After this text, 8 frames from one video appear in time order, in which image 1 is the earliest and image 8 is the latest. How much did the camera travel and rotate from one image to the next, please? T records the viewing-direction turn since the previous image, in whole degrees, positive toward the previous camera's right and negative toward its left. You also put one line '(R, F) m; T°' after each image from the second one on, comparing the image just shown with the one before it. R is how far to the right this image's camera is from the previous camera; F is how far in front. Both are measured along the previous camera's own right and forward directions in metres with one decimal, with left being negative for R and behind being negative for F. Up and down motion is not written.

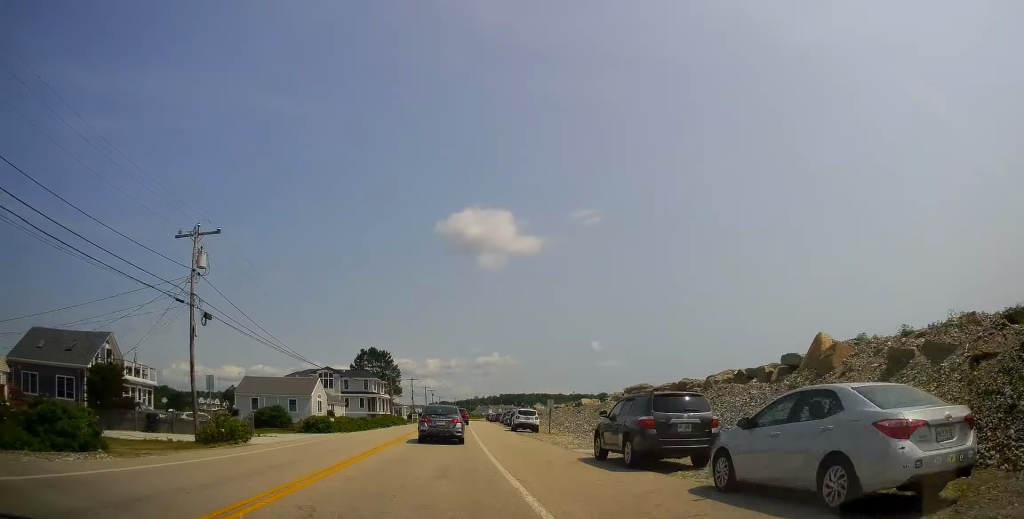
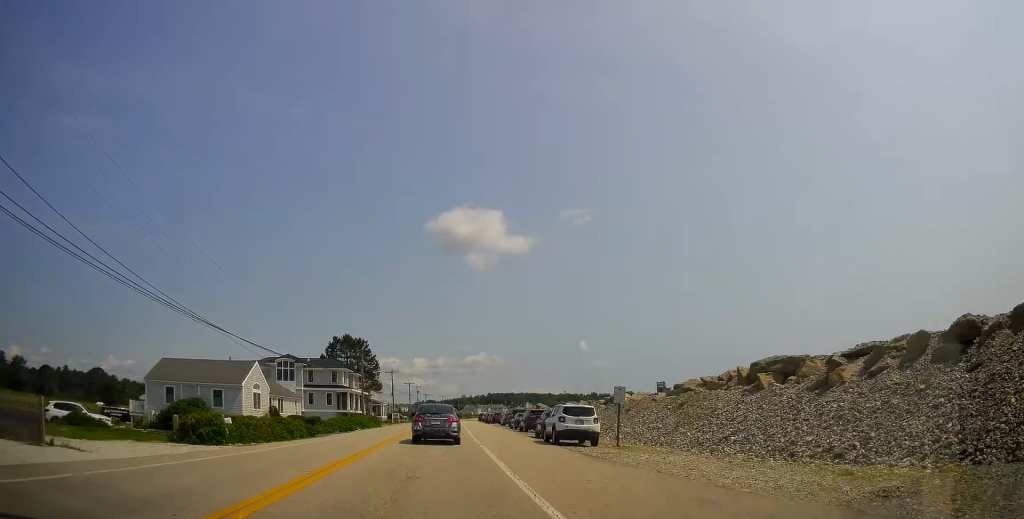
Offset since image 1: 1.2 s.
(0.0, +19.1) m; 0°
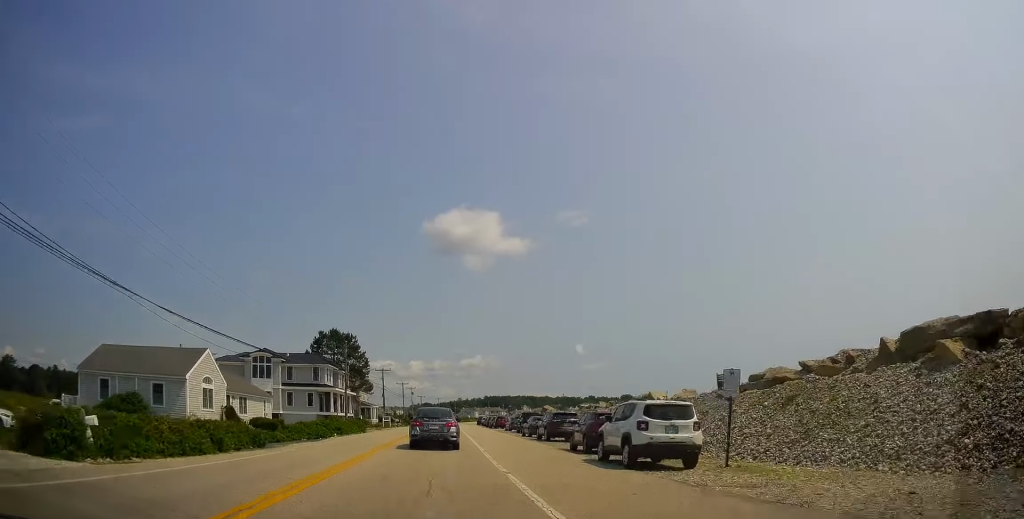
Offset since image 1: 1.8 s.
(0.0, +9.7) m; 0°
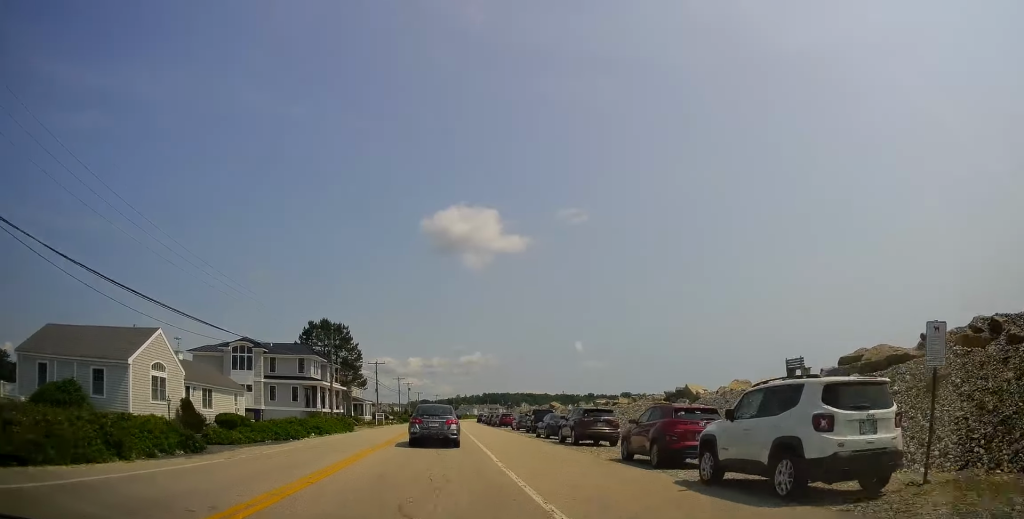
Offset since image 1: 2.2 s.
(-0.2, +6.8) m; 0°
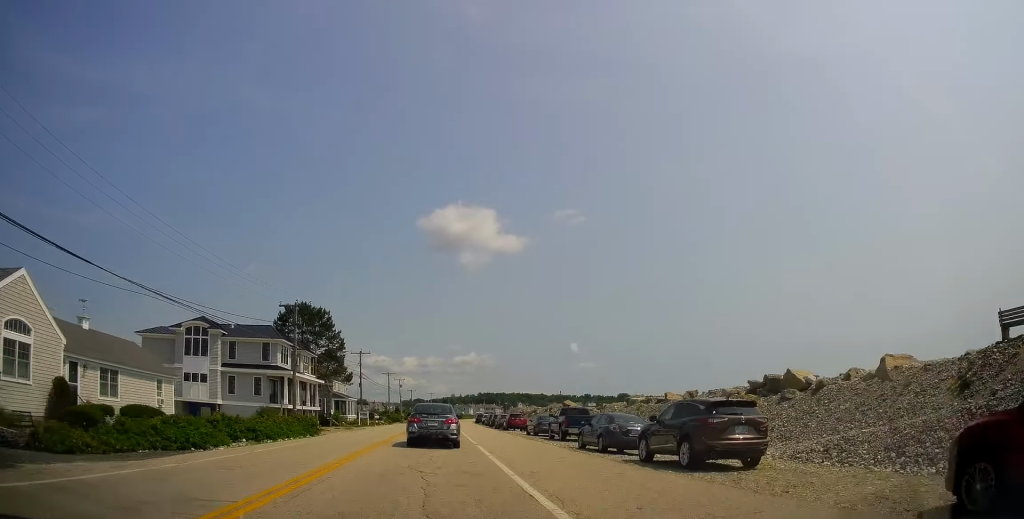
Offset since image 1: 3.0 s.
(+0.1, +11.8) m; +1°
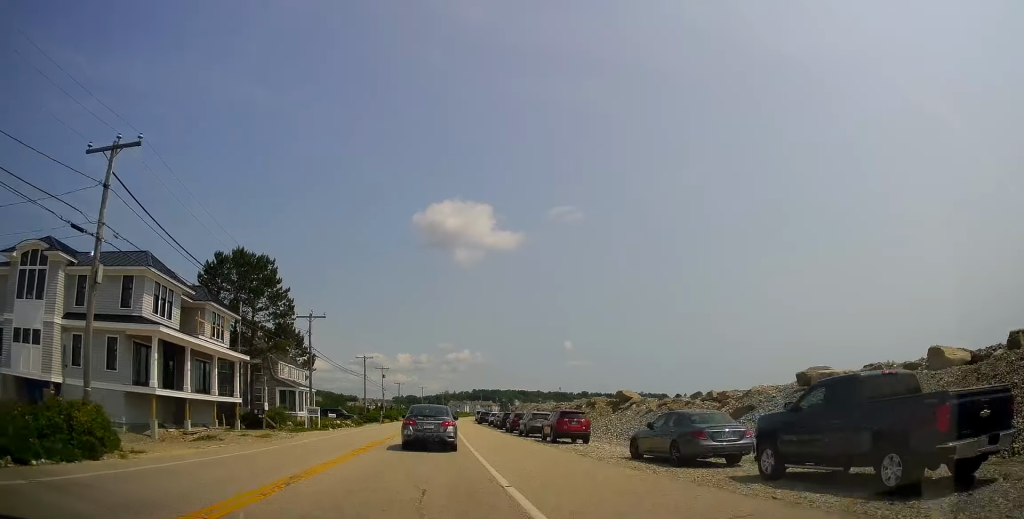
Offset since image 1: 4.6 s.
(+0.5, +23.9) m; 0°
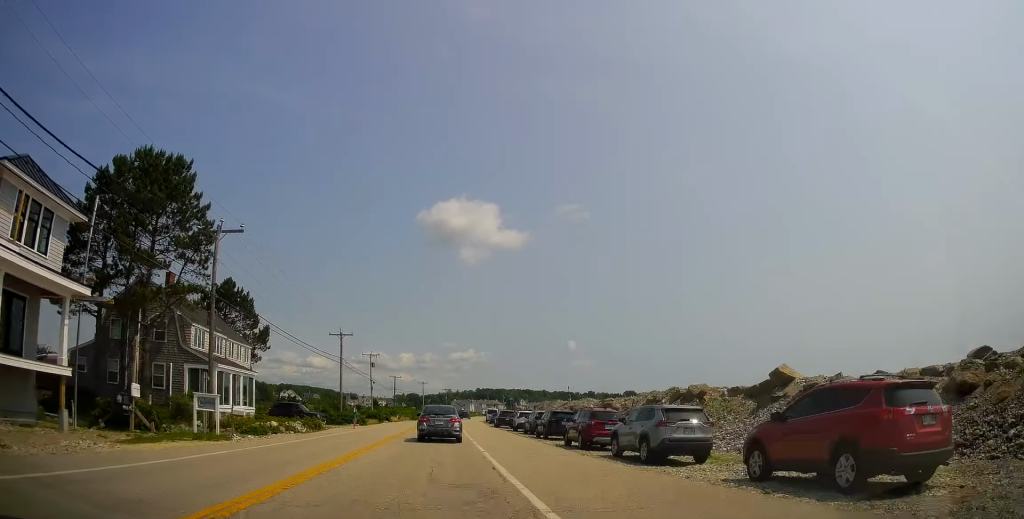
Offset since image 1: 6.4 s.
(+0.3, +19.9) m; +2°
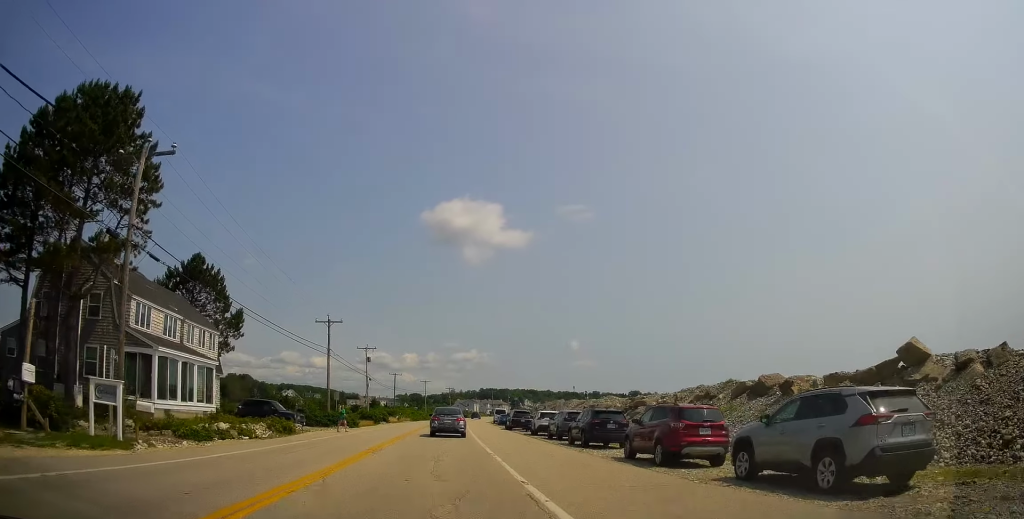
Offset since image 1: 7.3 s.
(-0.4, +7.2) m; -3°
